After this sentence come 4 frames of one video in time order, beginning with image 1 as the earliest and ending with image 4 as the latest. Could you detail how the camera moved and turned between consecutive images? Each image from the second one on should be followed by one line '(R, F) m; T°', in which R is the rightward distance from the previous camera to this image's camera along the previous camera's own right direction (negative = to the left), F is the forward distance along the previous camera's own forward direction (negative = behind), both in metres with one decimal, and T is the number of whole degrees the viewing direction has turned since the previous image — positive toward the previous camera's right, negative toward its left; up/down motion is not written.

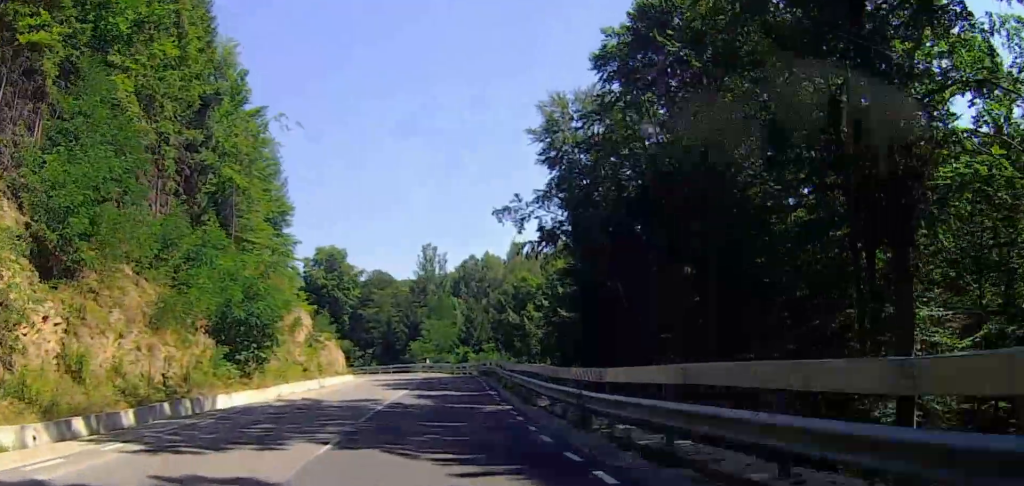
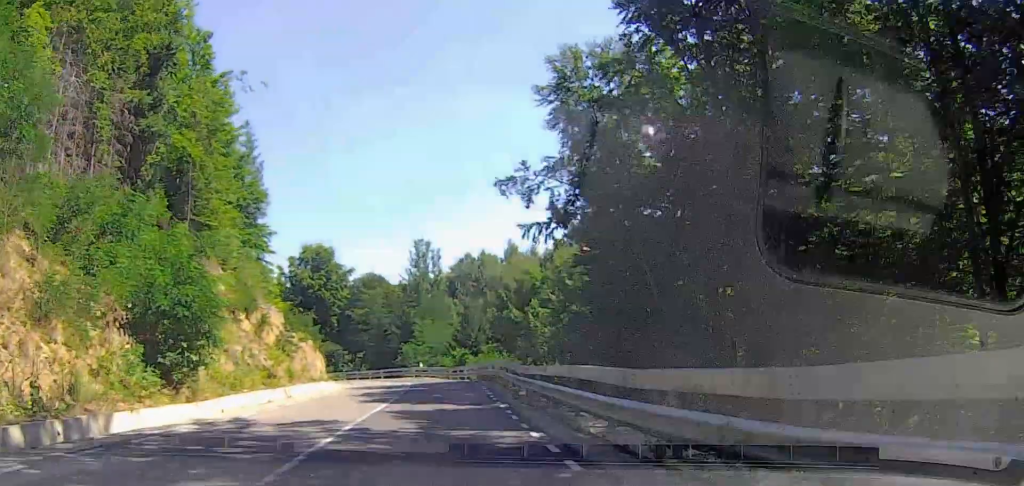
(+0.3, +6.4) m; +2°
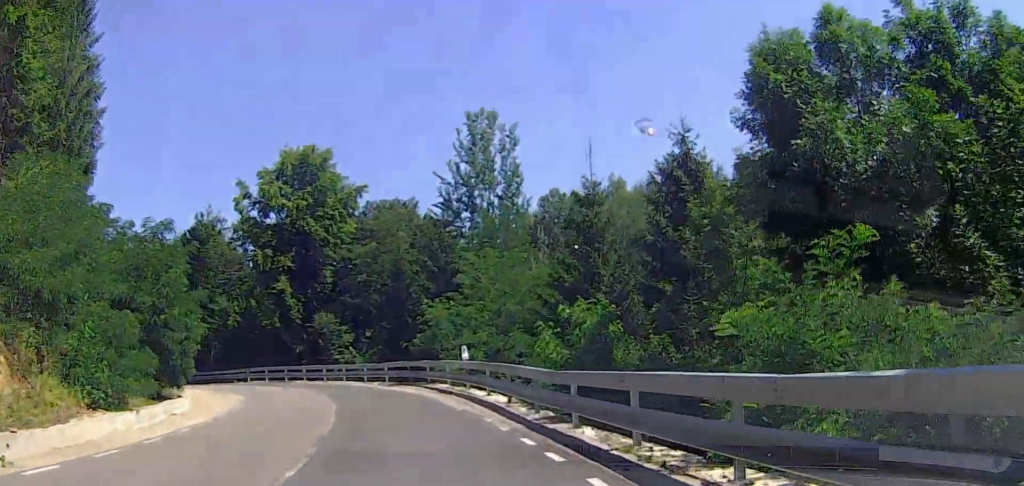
(+0.5, +42.0) m; -14°
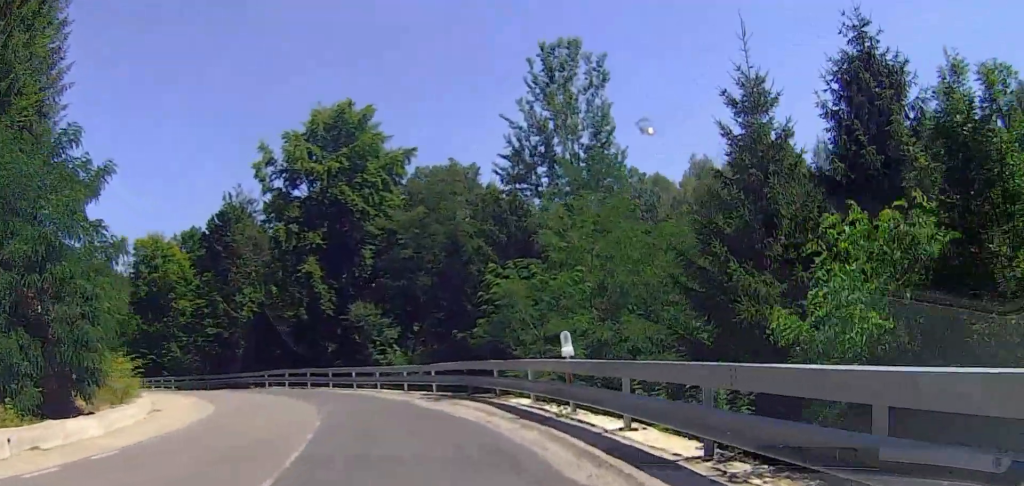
(-2.7, +10.3) m; +1°
